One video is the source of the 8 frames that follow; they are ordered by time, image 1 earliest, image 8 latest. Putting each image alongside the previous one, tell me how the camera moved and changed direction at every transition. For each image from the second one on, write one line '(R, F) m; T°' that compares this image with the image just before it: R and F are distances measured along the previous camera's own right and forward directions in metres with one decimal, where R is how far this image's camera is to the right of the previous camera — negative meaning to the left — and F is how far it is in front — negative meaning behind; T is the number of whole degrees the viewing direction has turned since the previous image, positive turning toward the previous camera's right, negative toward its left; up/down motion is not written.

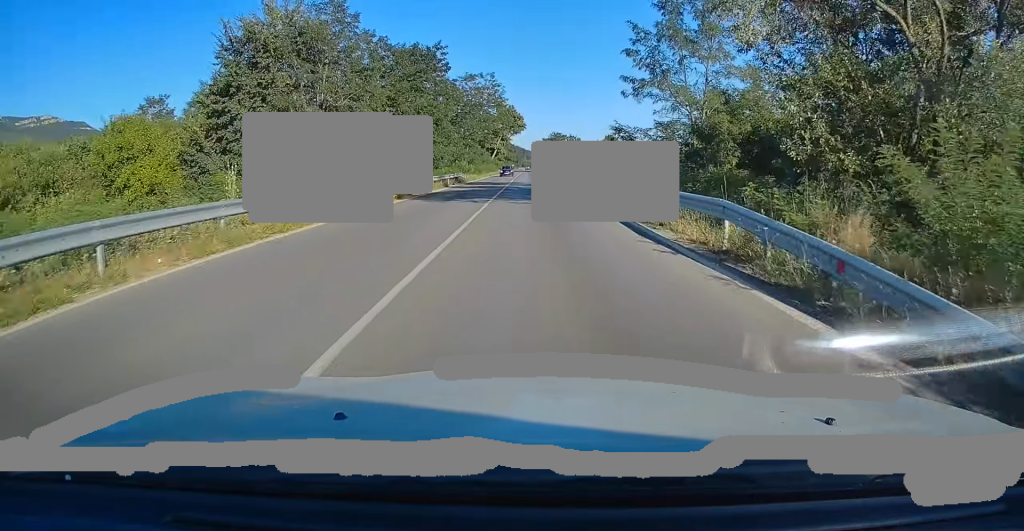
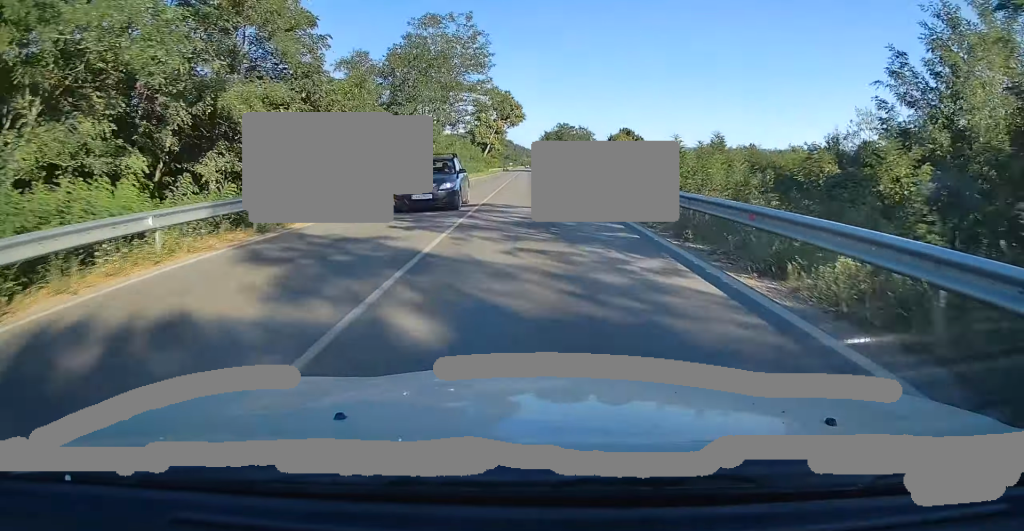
(-0.1, +29.9) m; 0°
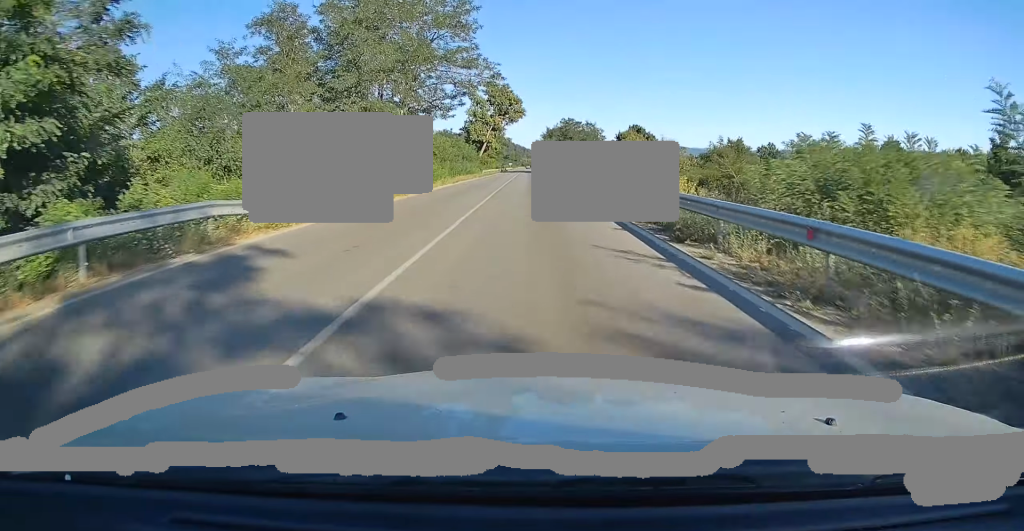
(-0.1, +14.0) m; 0°
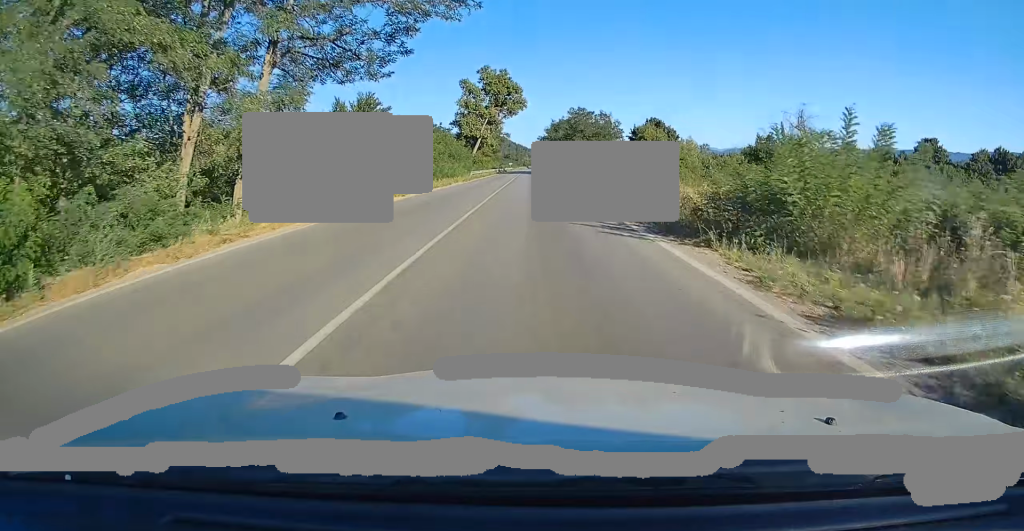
(0.0, +19.3) m; 0°
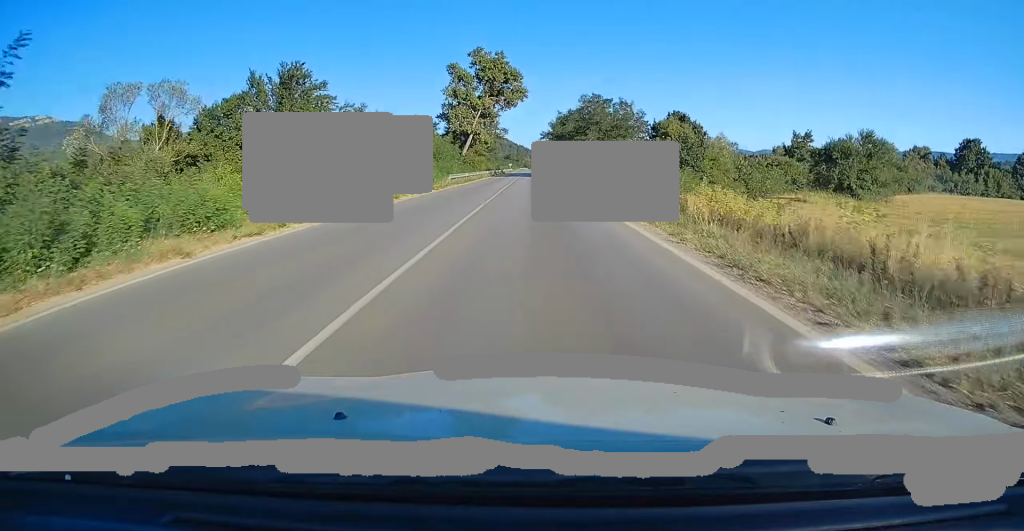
(0.0, +18.5) m; 0°
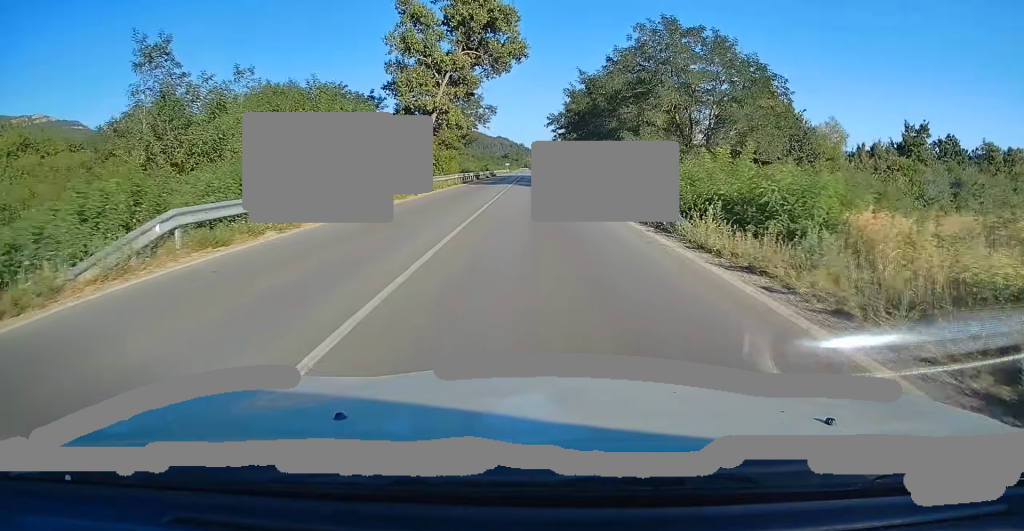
(-0.2, +37.2) m; 0°
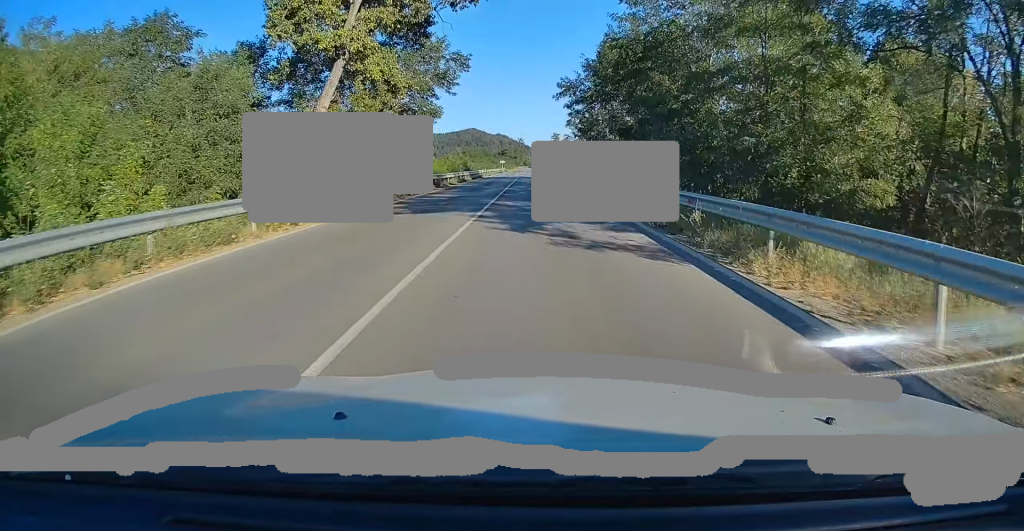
(+0.1, +28.6) m; +1°
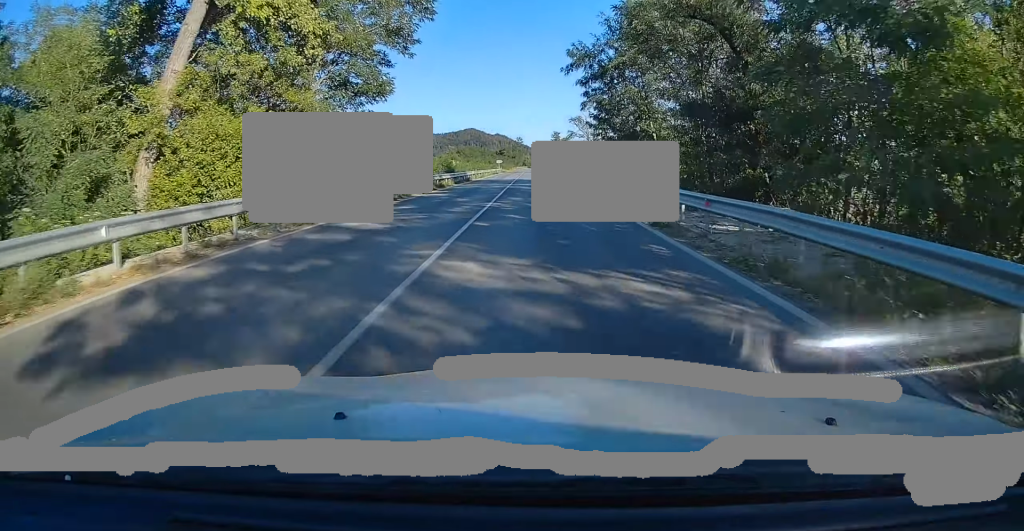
(+0.2, +13.0) m; 0°
